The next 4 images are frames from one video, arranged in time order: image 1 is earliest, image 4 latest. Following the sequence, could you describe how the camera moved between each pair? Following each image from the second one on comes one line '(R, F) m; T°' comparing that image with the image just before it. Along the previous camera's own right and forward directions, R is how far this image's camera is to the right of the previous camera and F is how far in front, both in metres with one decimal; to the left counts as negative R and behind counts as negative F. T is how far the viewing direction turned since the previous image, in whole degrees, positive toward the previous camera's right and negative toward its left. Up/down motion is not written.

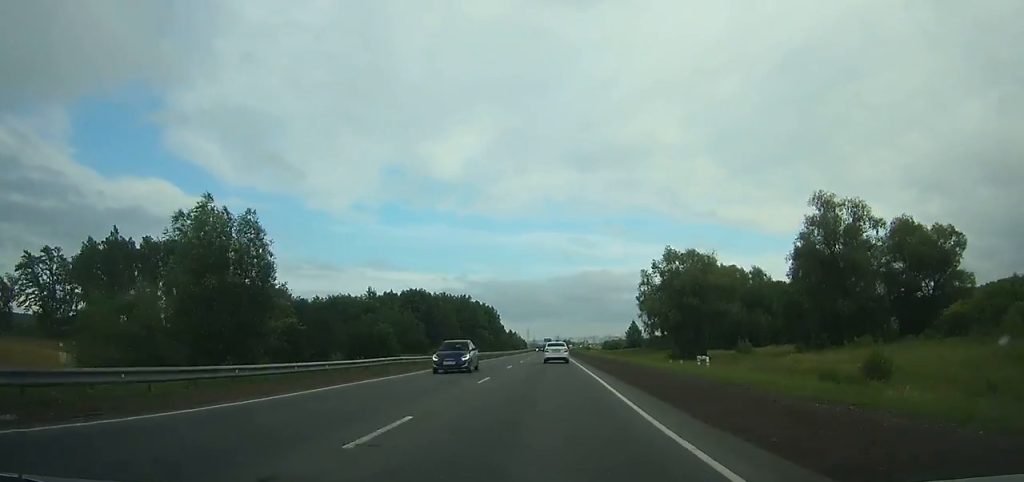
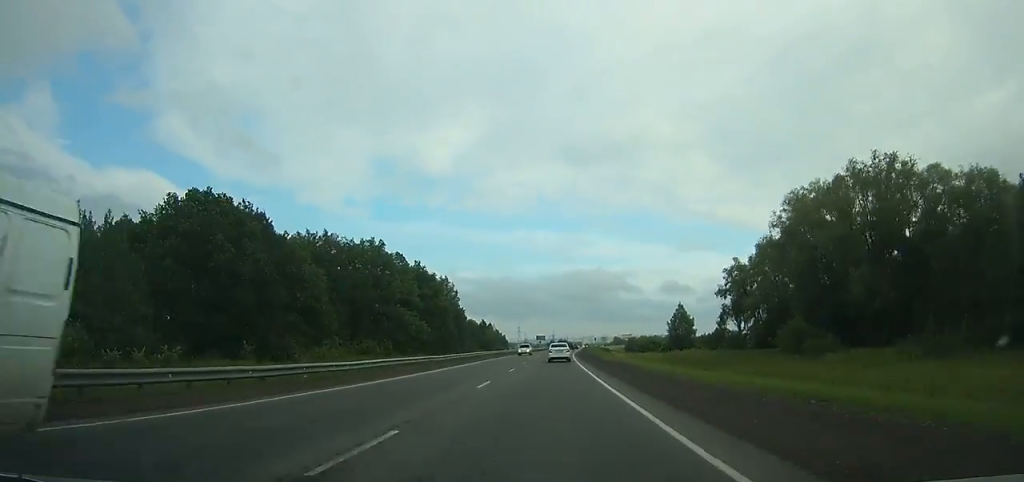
(+1.7, +107.6) m; +2°
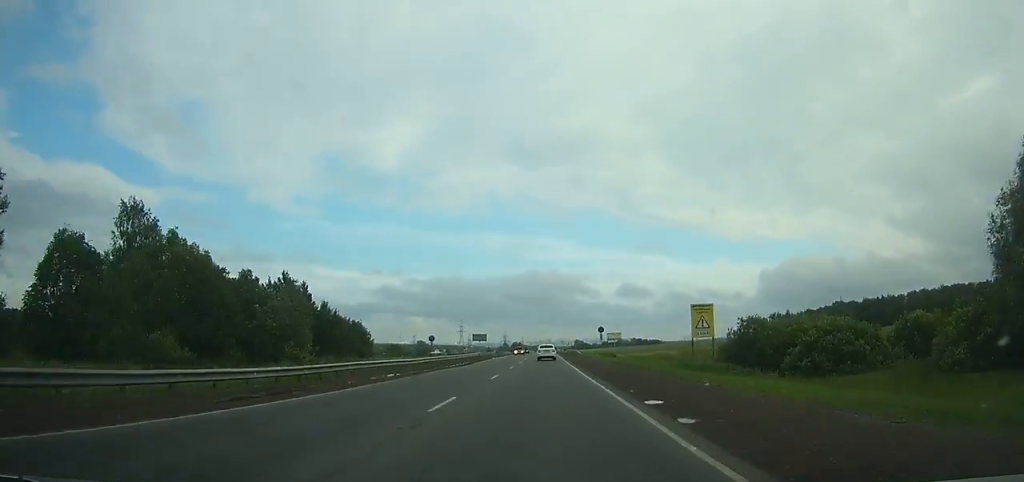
(+3.6, +137.0) m; +3°
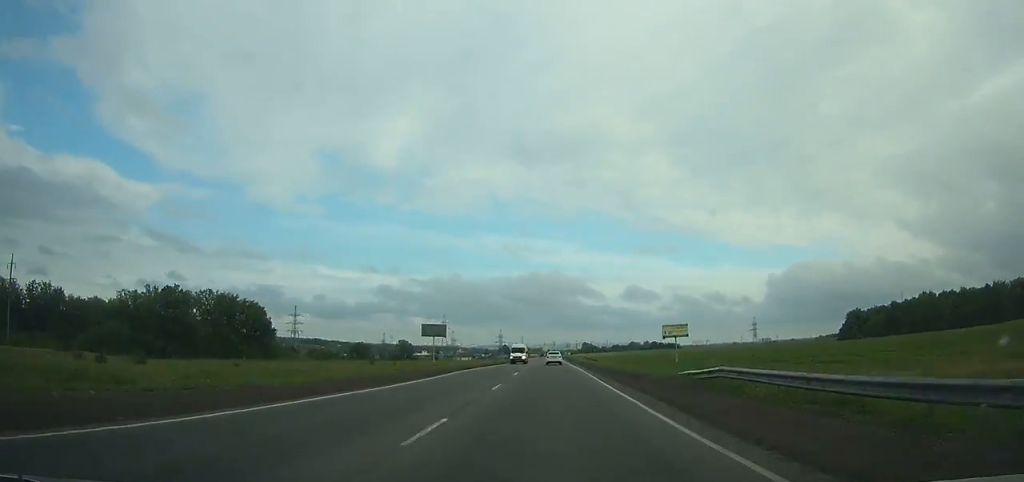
(+0.6, +113.6) m; 0°
